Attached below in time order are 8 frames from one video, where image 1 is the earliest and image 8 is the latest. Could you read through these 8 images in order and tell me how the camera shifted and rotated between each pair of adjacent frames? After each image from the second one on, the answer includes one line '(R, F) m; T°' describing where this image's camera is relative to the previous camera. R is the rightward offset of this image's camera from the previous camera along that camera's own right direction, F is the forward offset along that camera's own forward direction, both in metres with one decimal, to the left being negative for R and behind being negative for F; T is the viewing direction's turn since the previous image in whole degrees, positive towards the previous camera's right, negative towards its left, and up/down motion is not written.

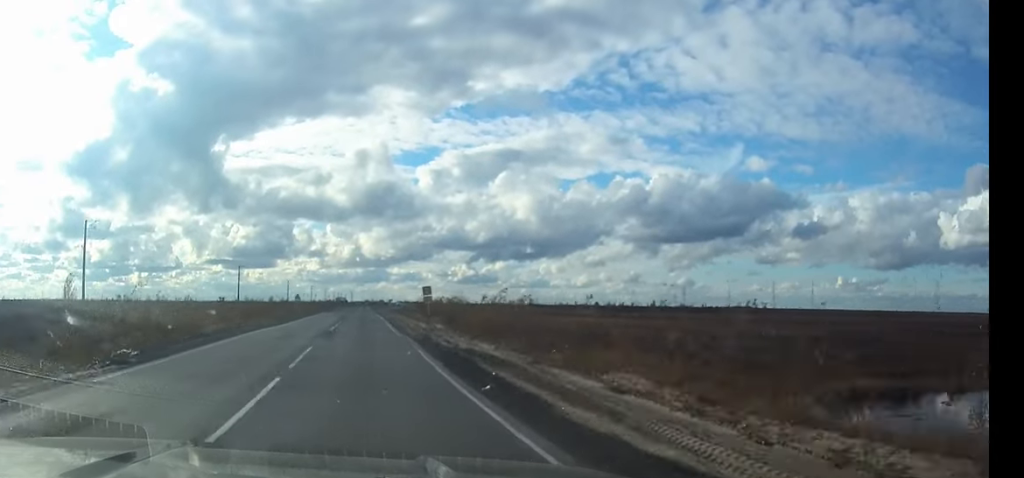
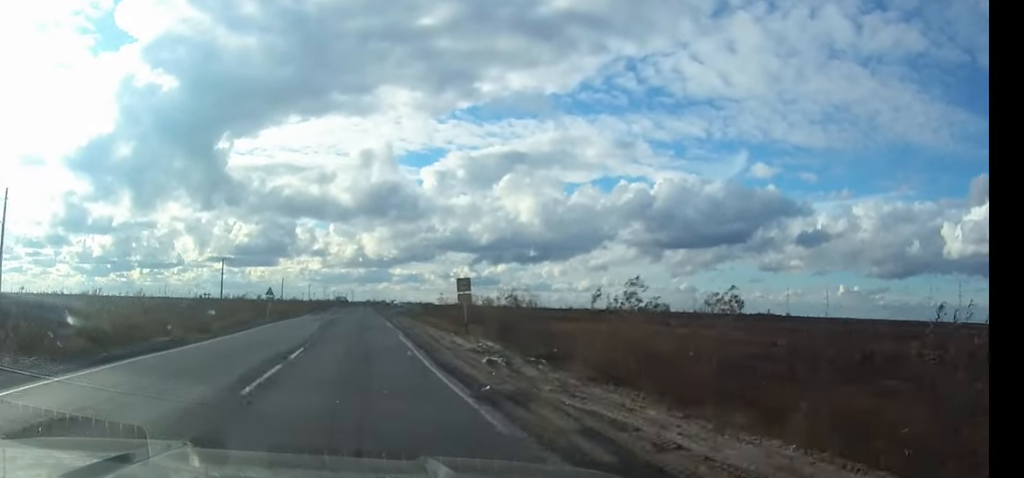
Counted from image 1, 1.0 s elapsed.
(0.0, +24.3) m; 0°
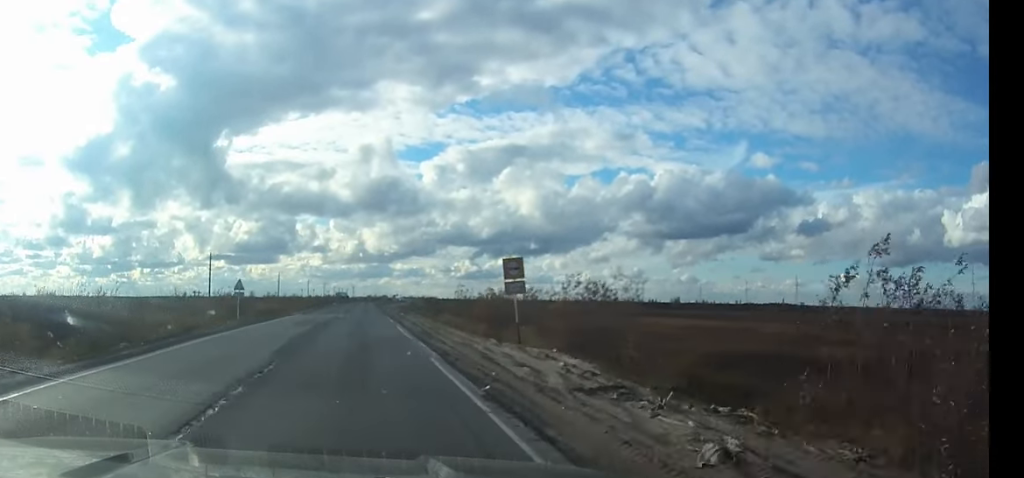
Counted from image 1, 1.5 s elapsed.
(0.0, +13.8) m; 0°
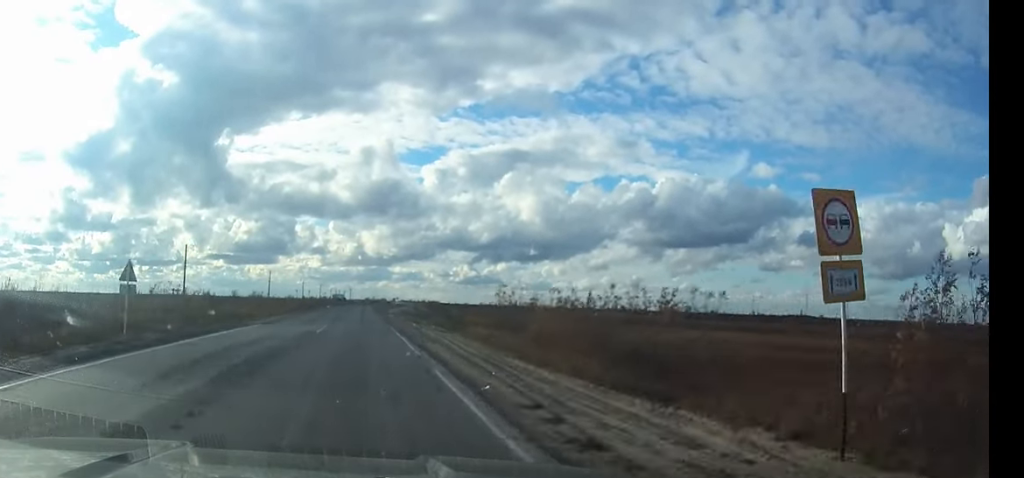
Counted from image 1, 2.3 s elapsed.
(0.0, +19.5) m; 0°
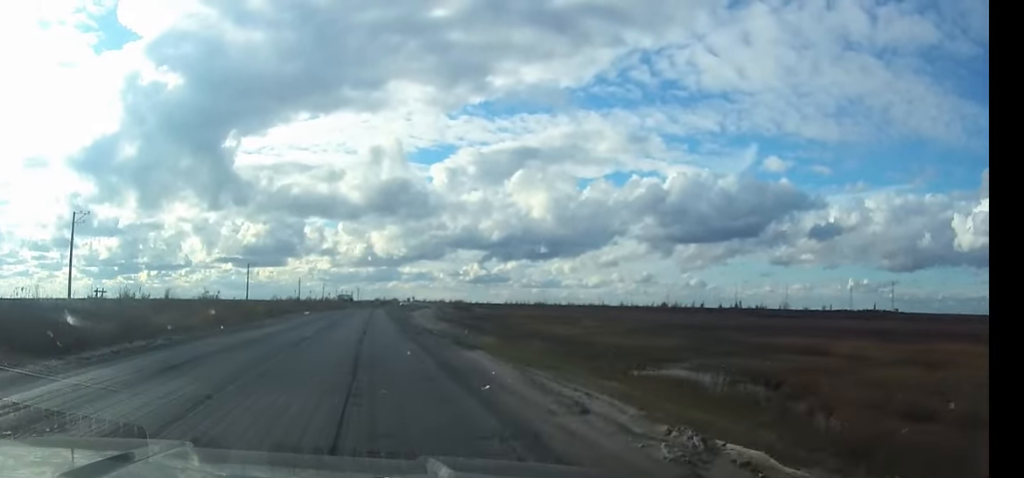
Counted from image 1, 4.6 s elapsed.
(-0.2, +53.9) m; 0°
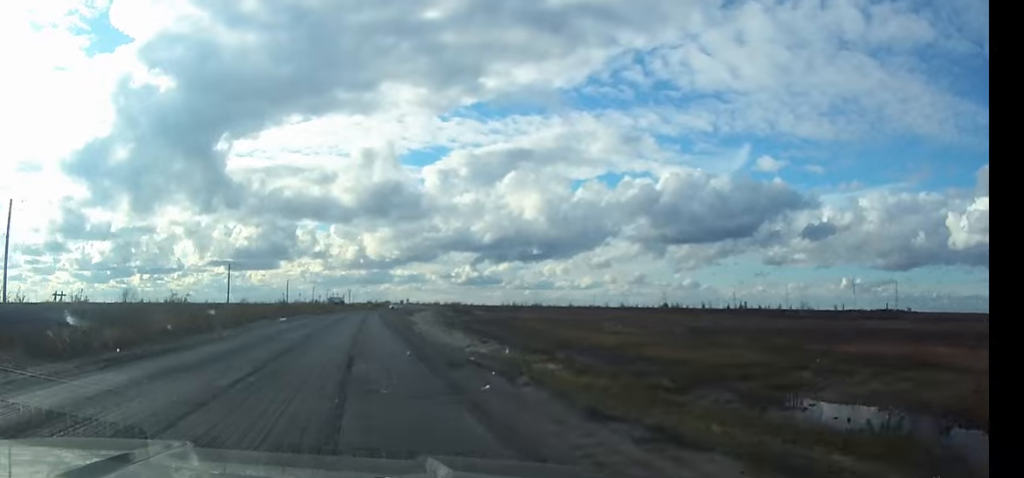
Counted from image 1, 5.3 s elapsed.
(0.0, +14.3) m; 0°
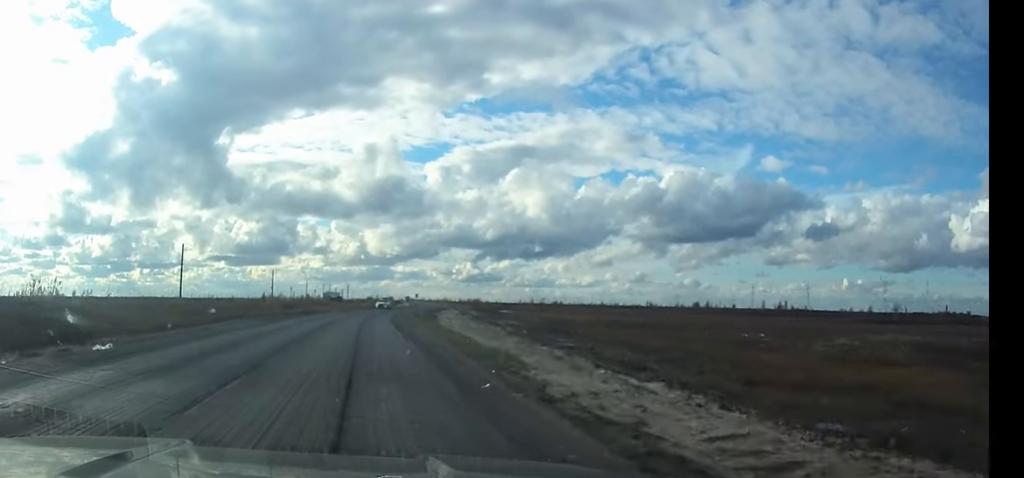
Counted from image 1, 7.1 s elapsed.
(+0.1, +41.9) m; +1°
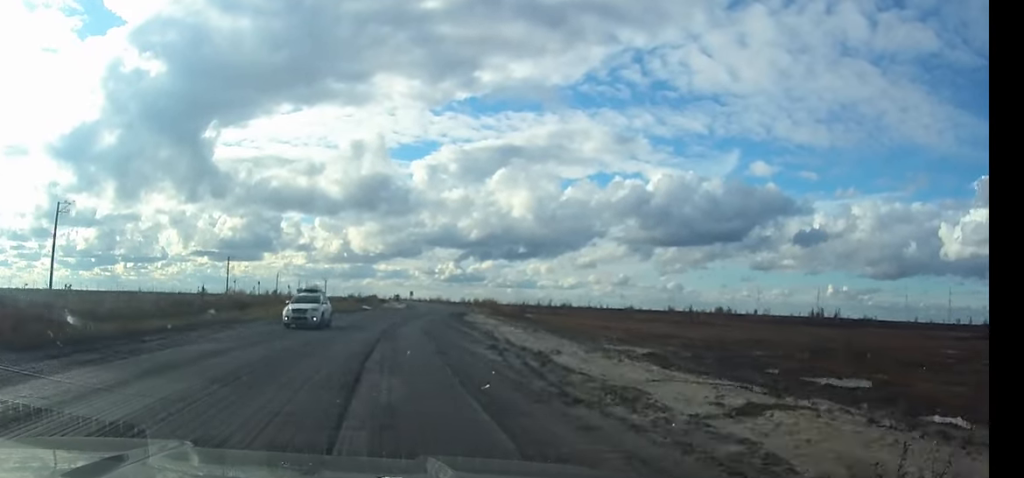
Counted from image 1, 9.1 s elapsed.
(+1.4, +45.6) m; +5°
